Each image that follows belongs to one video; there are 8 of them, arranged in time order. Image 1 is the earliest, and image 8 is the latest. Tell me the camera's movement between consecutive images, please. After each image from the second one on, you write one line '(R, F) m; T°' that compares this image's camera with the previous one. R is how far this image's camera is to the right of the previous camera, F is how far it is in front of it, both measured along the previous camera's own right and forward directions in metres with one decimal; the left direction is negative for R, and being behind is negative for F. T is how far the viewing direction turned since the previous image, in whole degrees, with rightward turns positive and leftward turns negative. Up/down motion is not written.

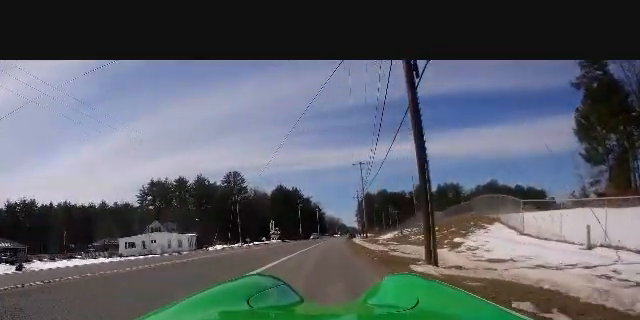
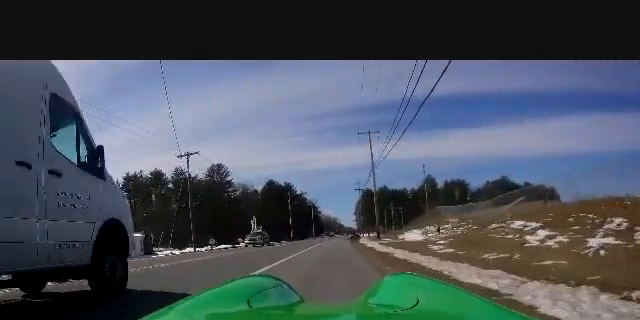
(-0.1, +17.7) m; -1°
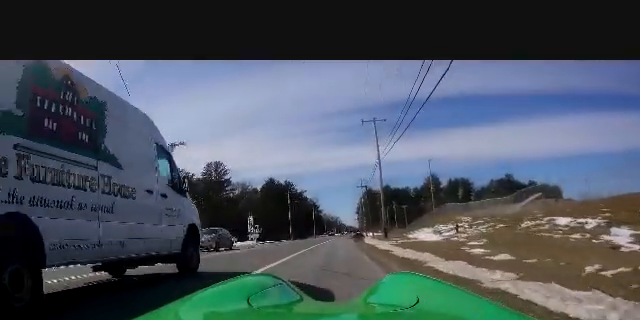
(-0.1, +4.3) m; 0°
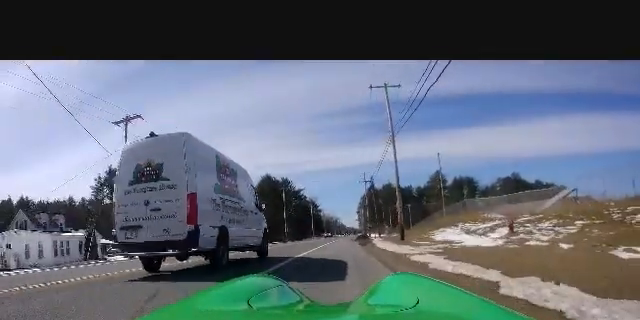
(+0.2, +8.6) m; +1°
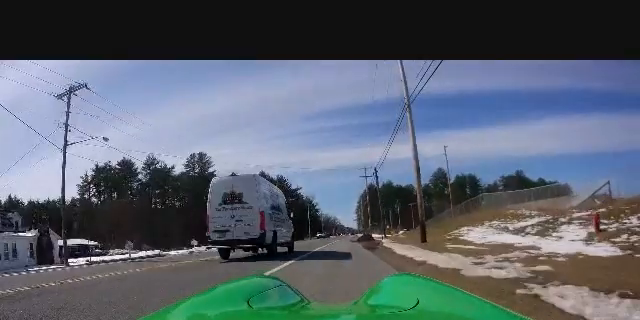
(+0.1, +7.0) m; +1°
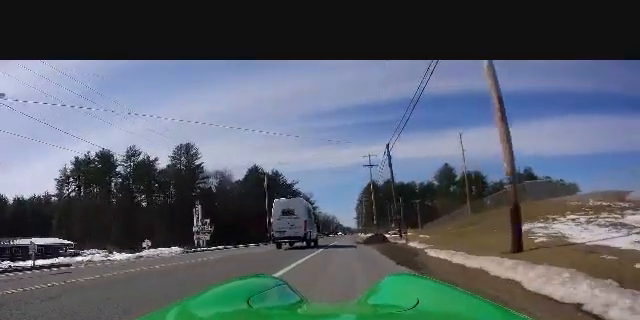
(0.0, +10.6) m; 0°
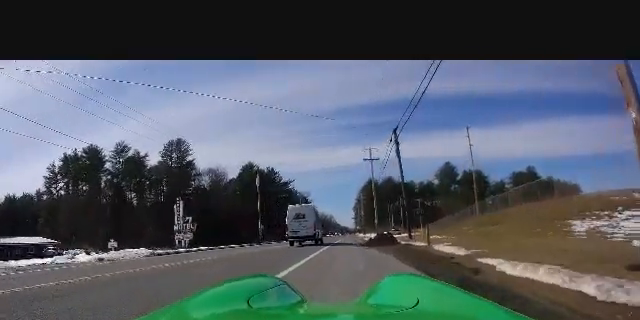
(0.0, +4.9) m; 0°
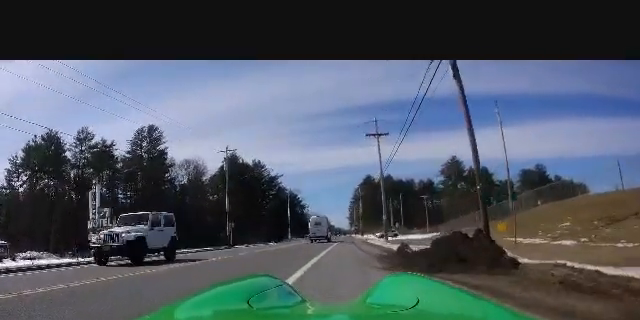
(0.0, +14.4) m; 0°
